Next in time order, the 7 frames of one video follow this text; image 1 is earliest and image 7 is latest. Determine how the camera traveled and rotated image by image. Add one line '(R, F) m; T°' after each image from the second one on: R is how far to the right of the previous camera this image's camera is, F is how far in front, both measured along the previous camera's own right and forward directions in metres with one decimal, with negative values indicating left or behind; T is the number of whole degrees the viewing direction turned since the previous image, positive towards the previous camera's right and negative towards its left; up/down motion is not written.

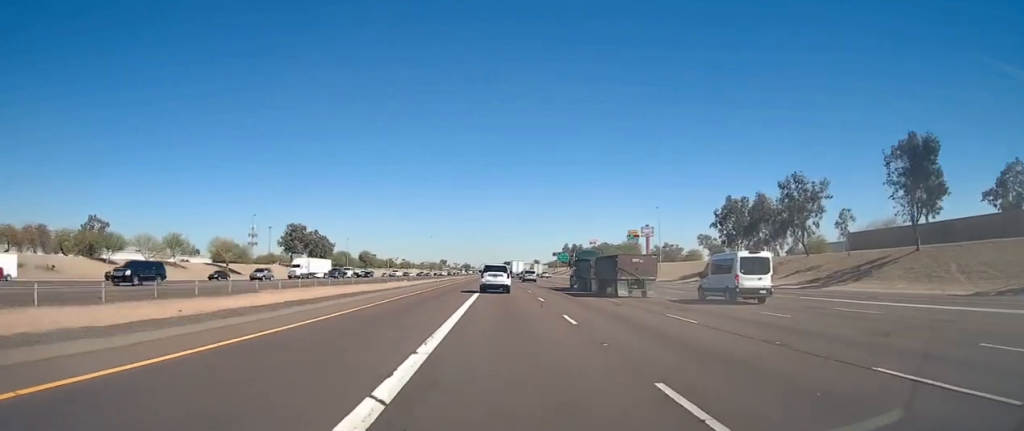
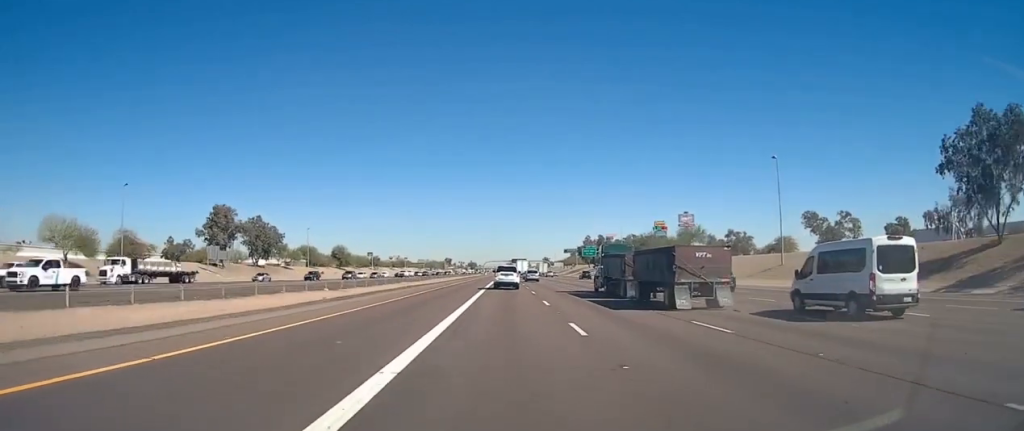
(0.0, +50.8) m; 0°
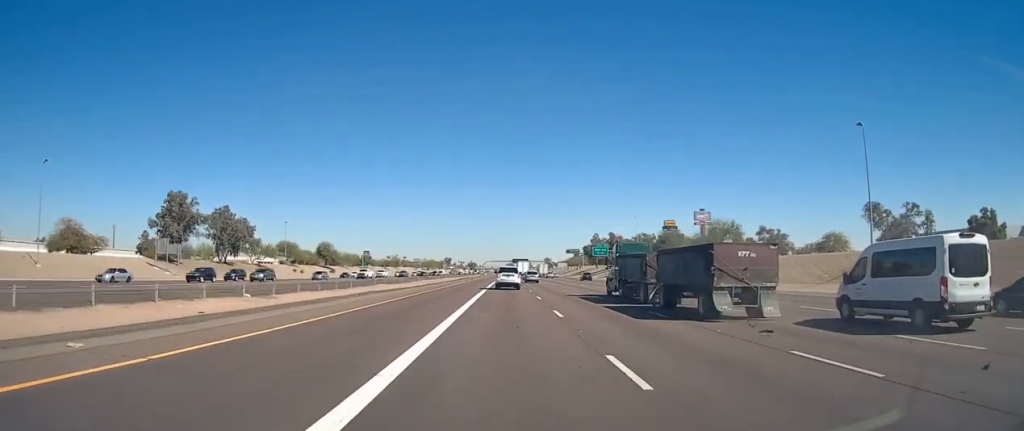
(-0.1, +16.9) m; 0°
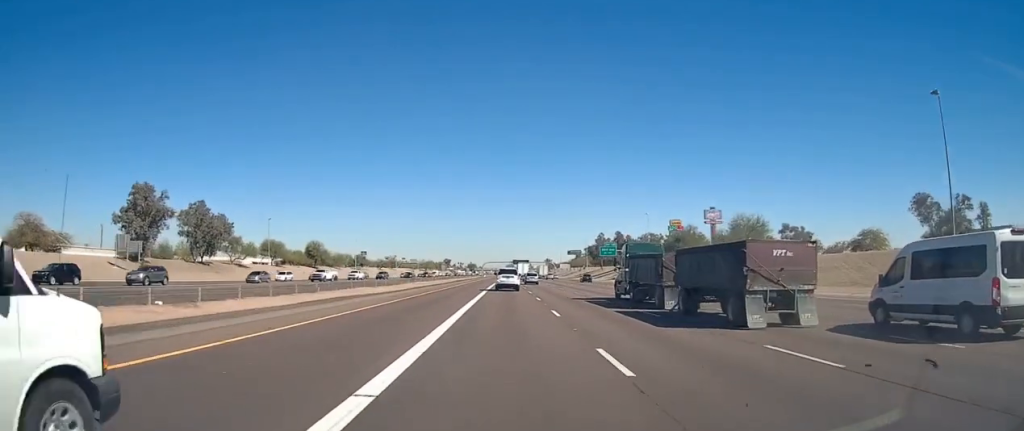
(0.0, +10.3) m; 0°
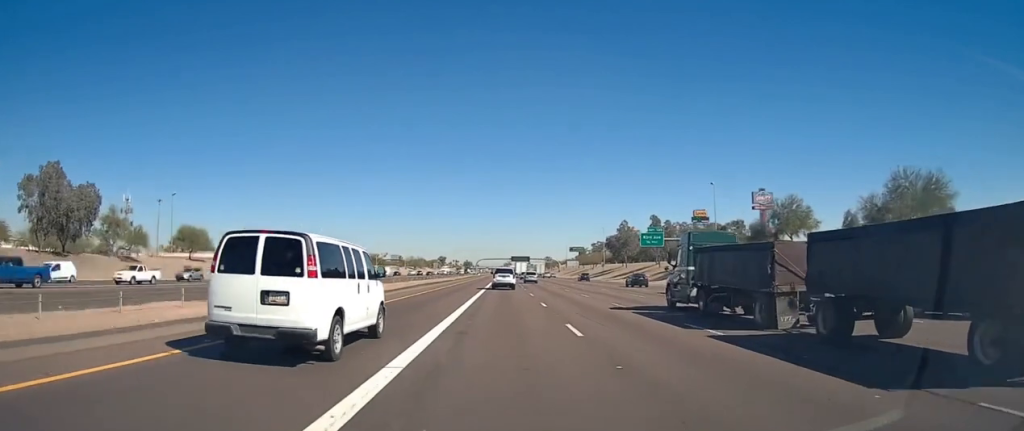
(+0.1, +45.0) m; 0°
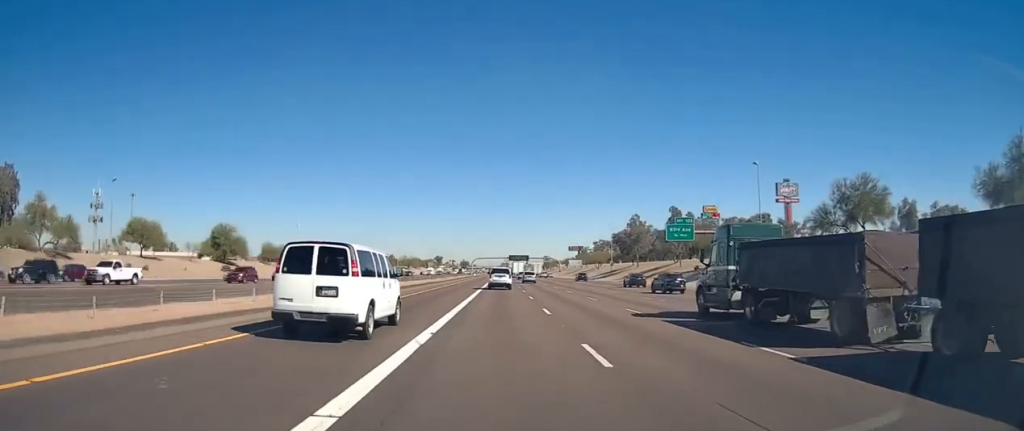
(0.0, +19.7) m; 0°
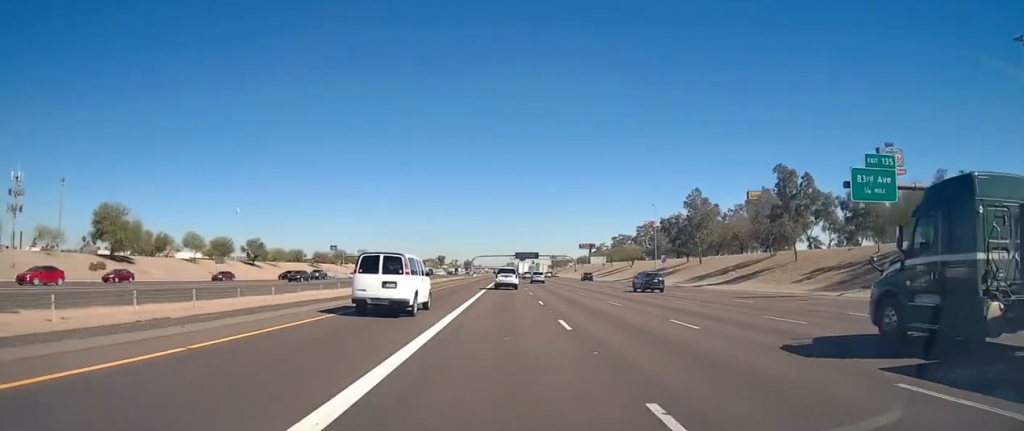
(+0.1, +45.7) m; 0°
